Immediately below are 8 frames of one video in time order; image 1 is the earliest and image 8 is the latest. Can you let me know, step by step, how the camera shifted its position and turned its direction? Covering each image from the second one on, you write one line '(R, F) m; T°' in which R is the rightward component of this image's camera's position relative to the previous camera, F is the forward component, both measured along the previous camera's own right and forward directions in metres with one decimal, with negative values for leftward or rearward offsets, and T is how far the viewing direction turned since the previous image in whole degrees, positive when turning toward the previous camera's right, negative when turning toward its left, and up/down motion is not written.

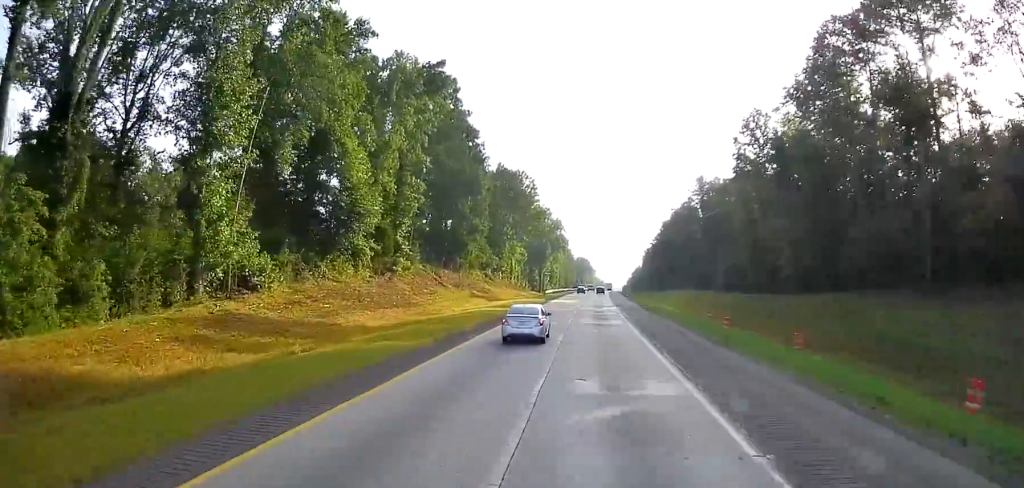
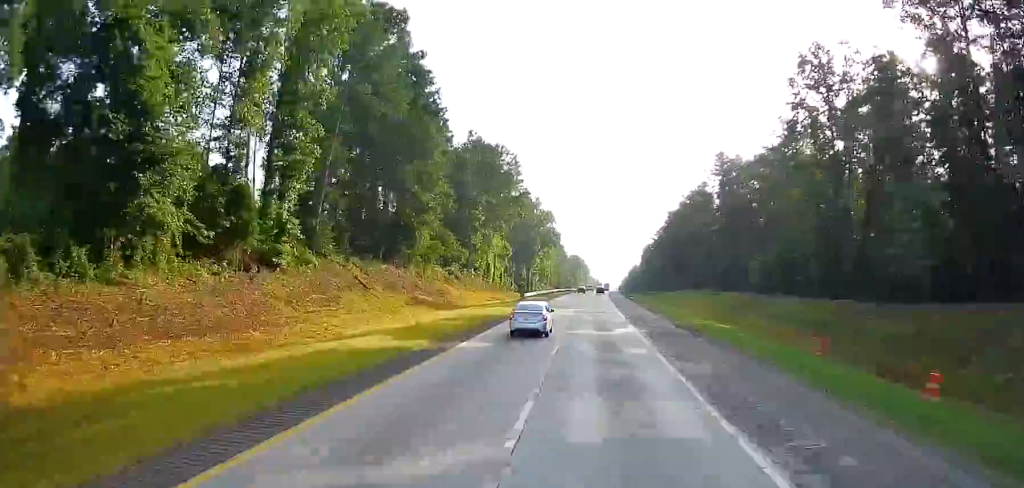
(0.0, +28.4) m; 0°
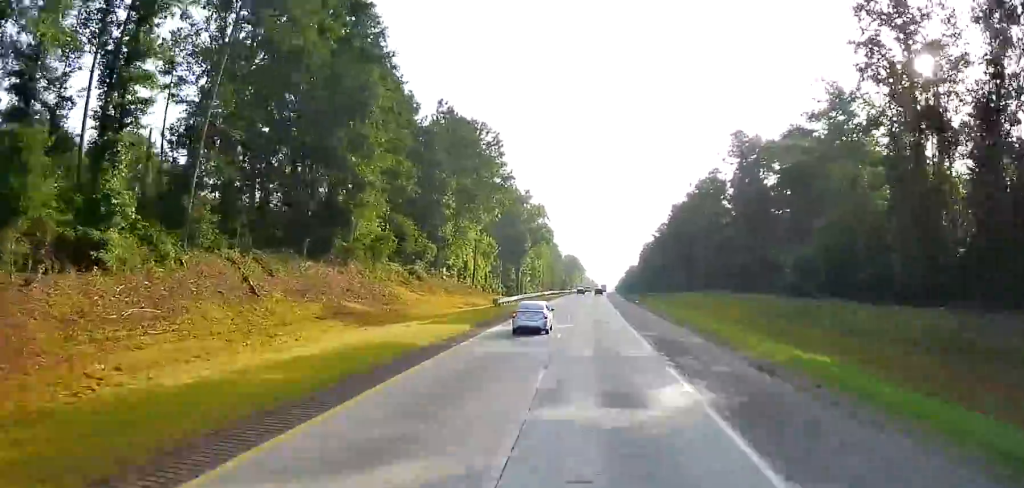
(0.0, +19.1) m; 0°
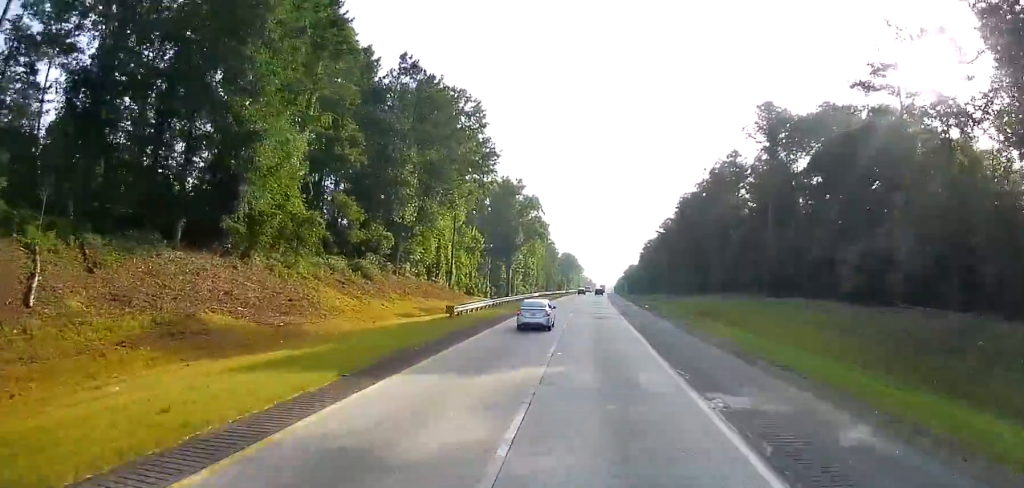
(+0.1, +18.2) m; +1°
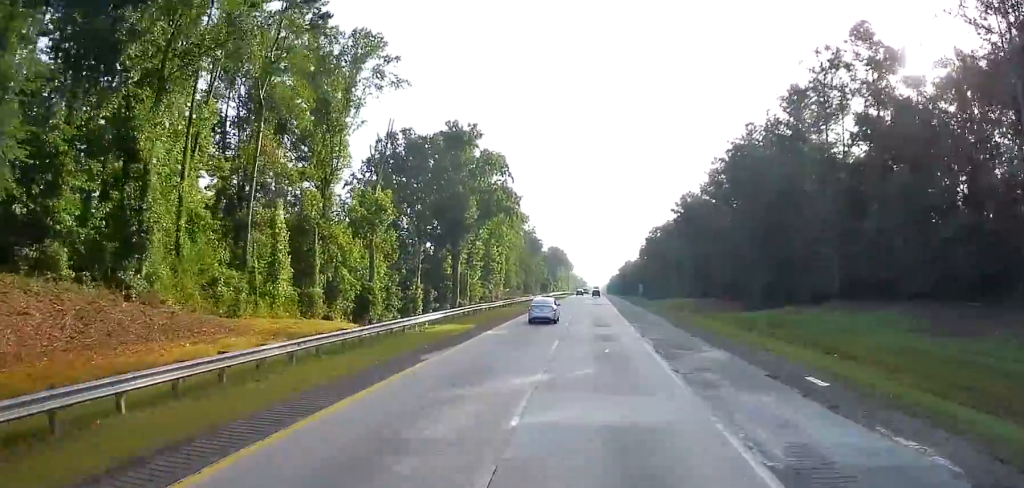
(+0.3, +59.3) m; 0°
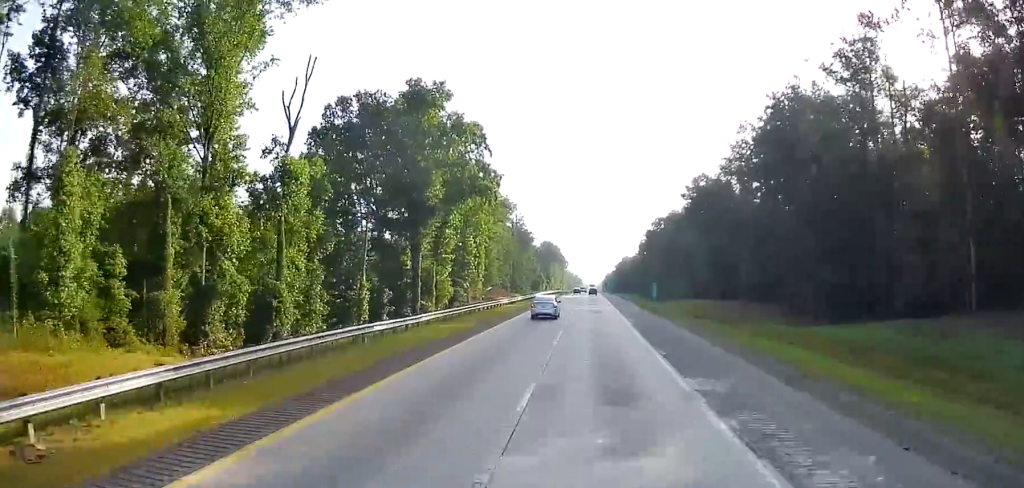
(+0.1, +23.5) m; 0°
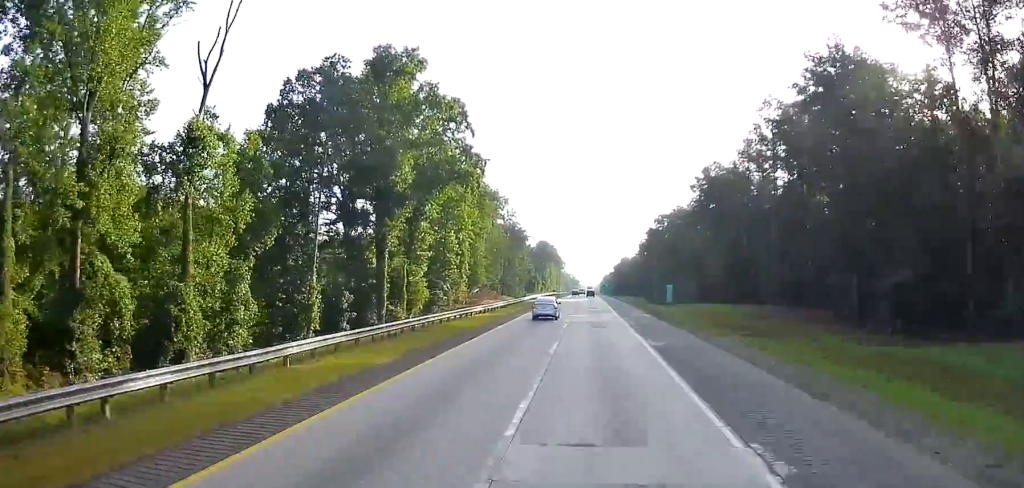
(+0.2, +14.2) m; 0°
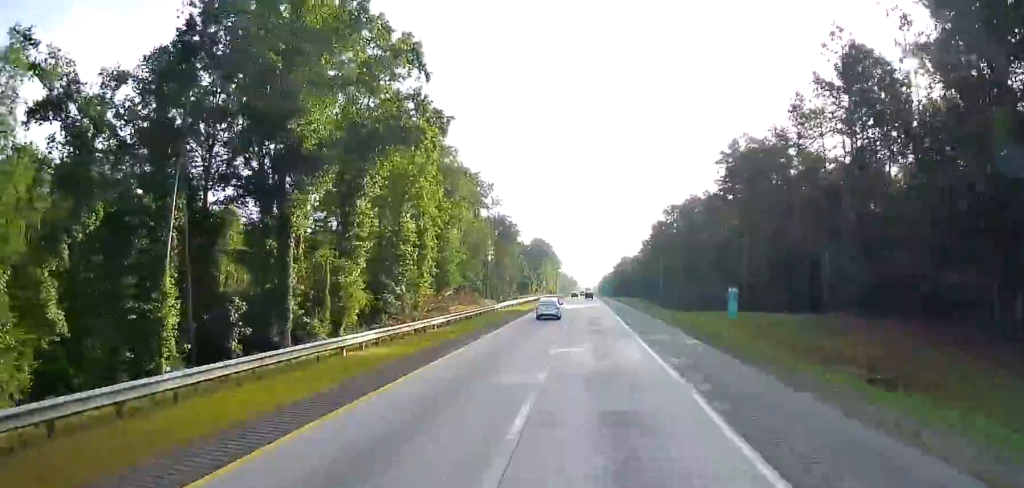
(-0.6, +24.5) m; 0°
